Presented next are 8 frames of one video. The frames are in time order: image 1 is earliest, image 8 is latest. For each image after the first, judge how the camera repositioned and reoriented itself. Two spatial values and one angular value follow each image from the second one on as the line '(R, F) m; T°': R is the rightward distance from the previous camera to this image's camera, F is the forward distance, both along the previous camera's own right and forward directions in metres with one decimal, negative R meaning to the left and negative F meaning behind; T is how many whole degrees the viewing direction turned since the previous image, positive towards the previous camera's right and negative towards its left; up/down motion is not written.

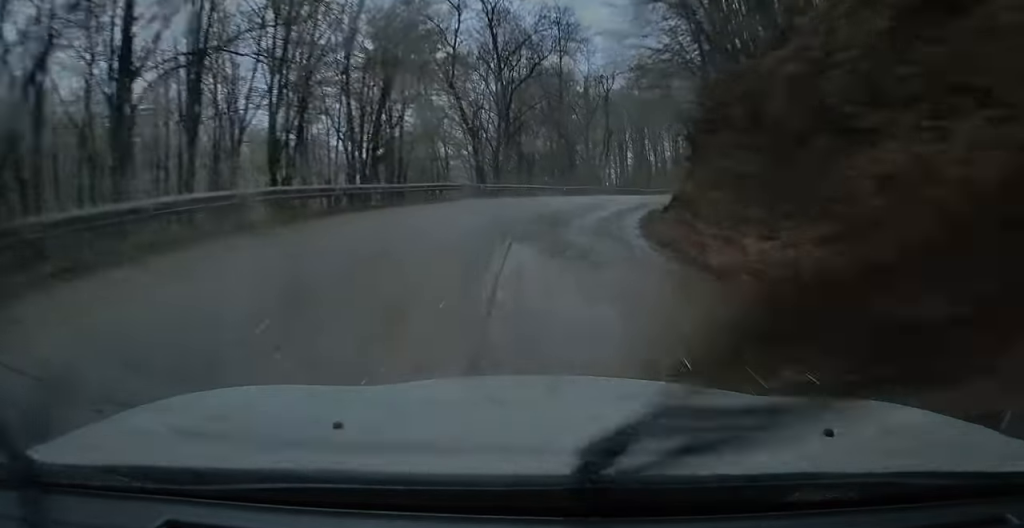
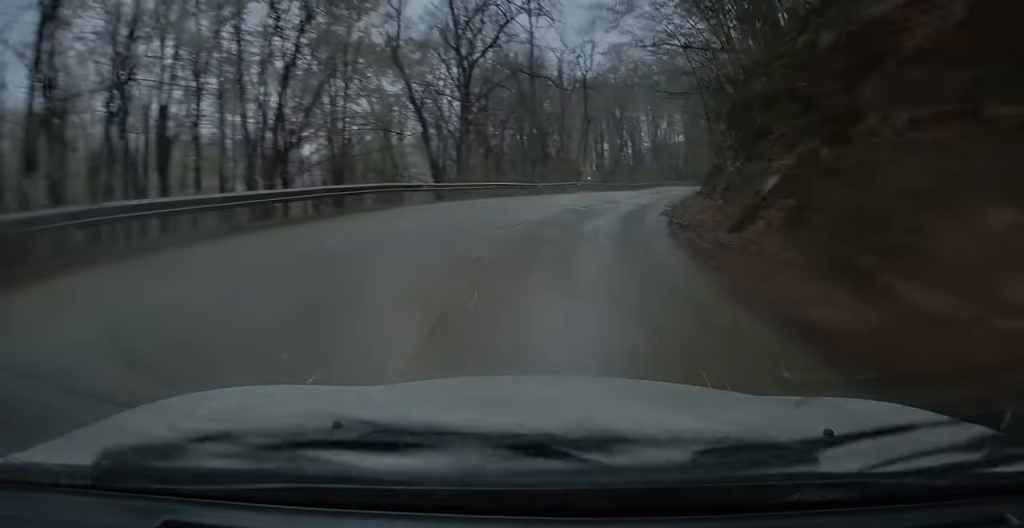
(+0.3, +9.8) m; +4°
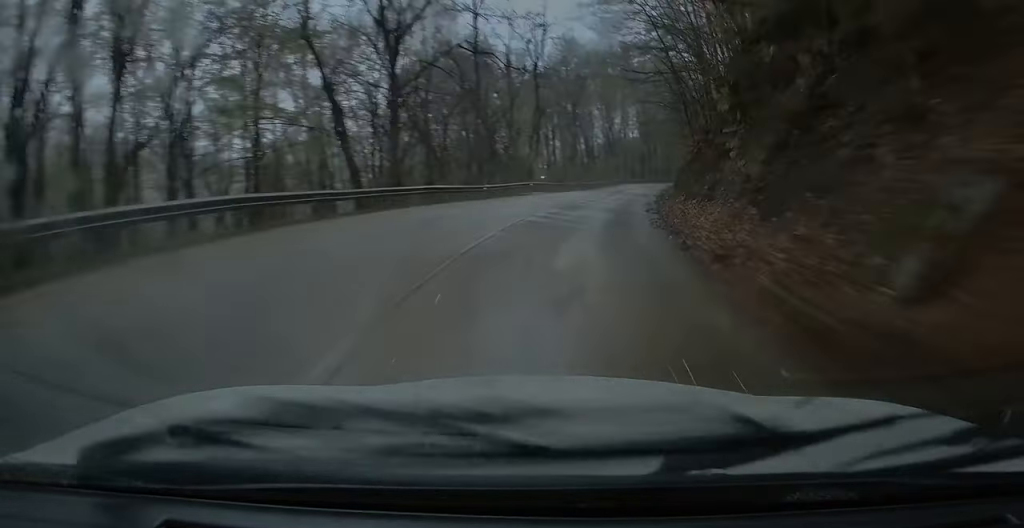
(0.0, +7.3) m; +3°
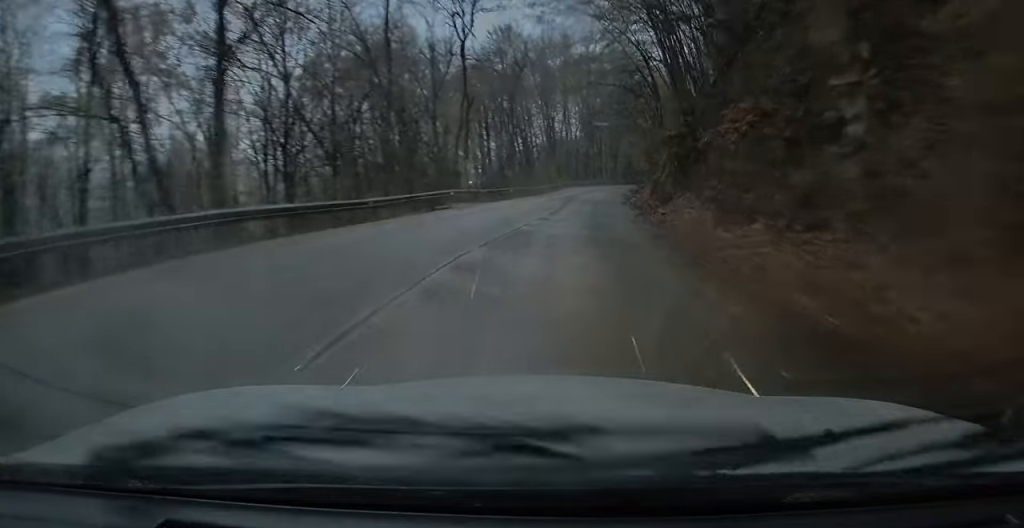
(+0.7, +12.0) m; +7°
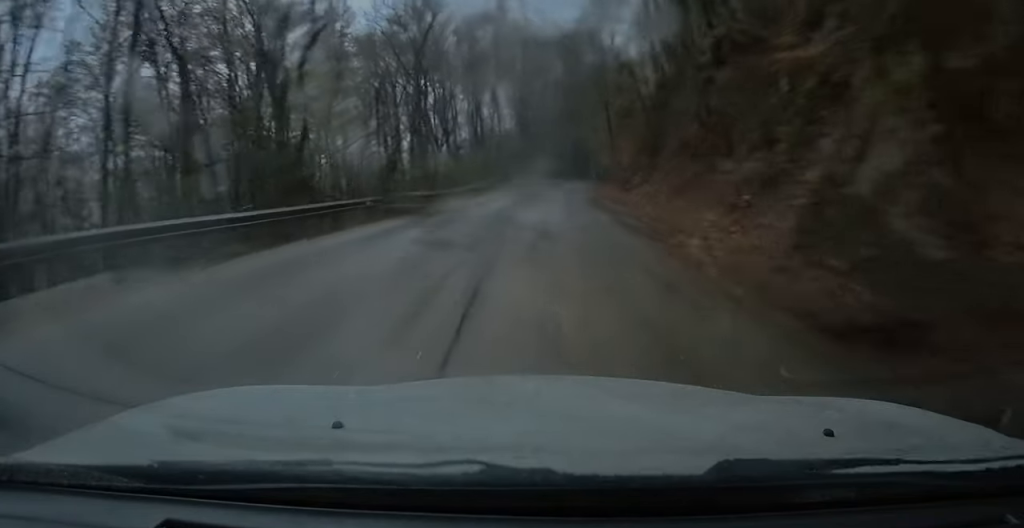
(+1.6, +23.0) m; +4°
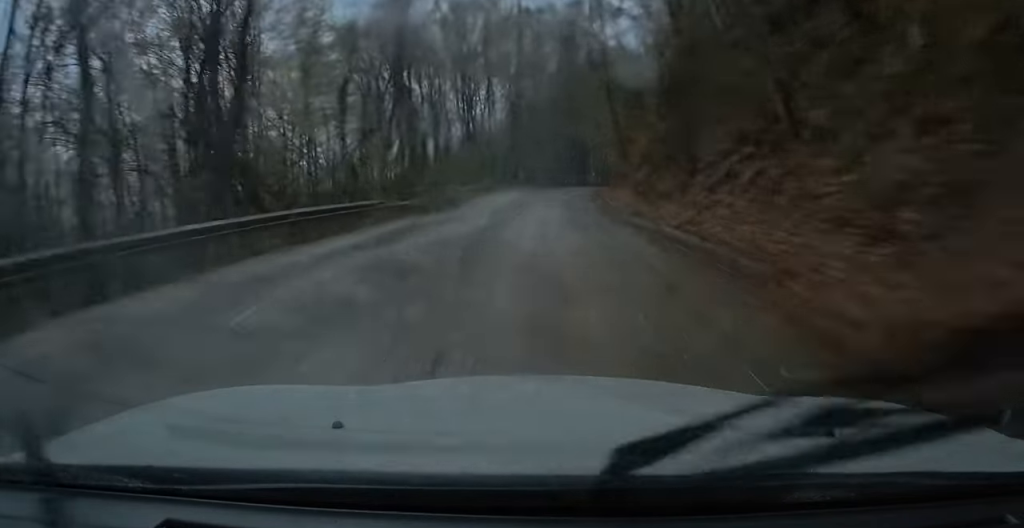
(+0.1, +5.8) m; -1°
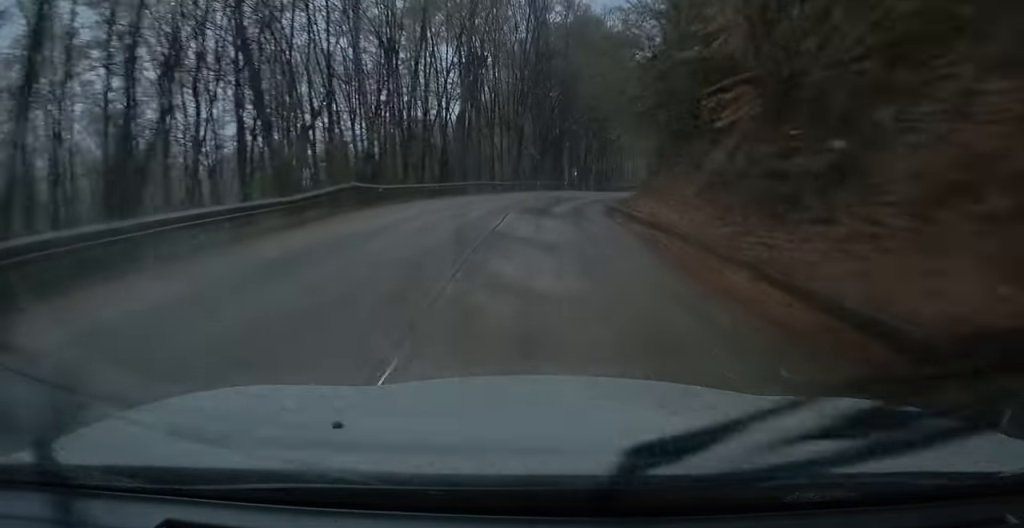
(-0.4, +28.6) m; +4°
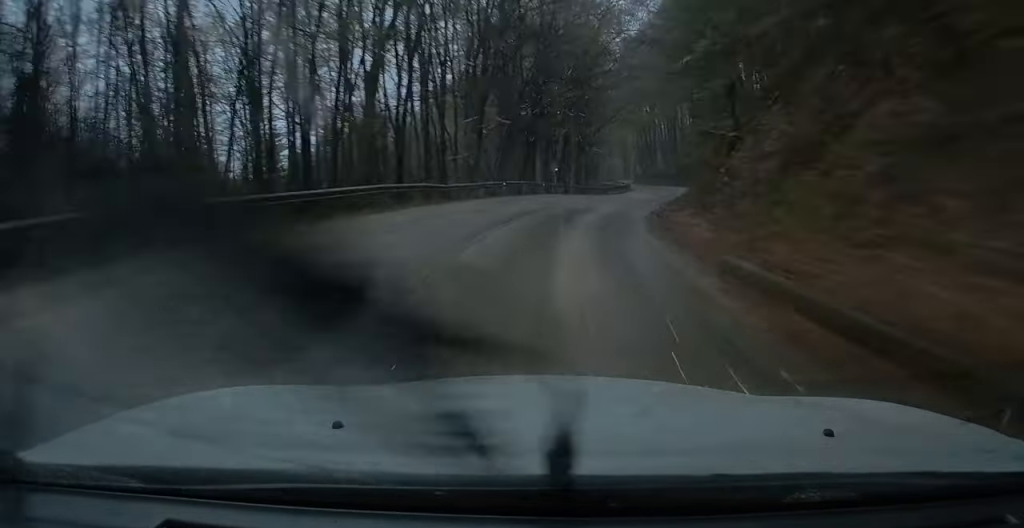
(+1.3, +18.4) m; +7°
